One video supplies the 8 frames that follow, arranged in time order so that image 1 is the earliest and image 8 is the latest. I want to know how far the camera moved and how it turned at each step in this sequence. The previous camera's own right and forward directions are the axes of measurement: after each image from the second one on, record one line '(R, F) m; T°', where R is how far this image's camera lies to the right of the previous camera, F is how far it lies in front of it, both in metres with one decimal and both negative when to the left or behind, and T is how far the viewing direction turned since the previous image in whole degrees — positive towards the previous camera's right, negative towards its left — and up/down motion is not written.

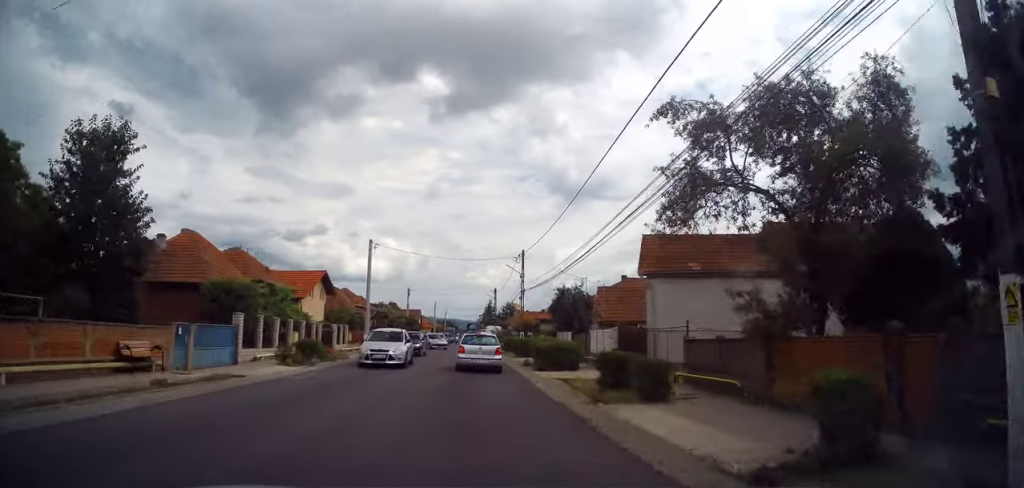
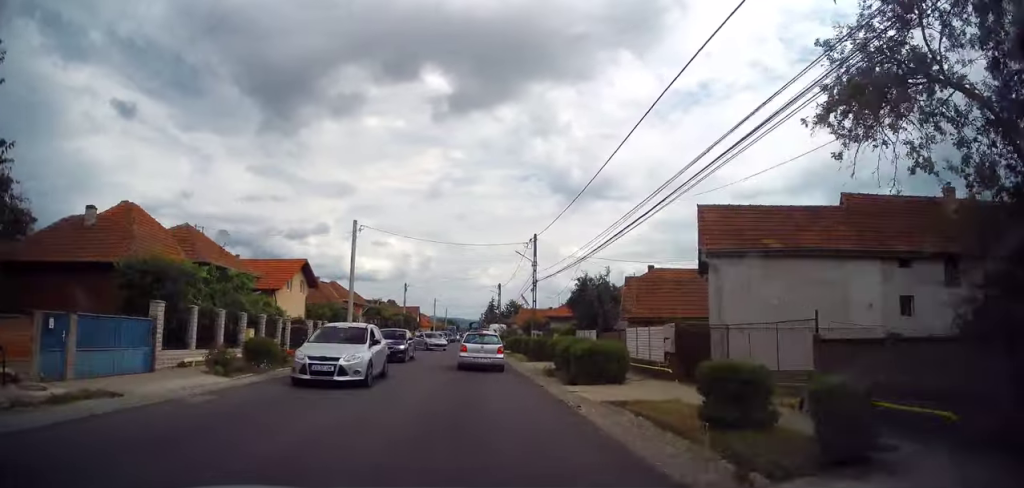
(0.0, +6.5) m; 0°
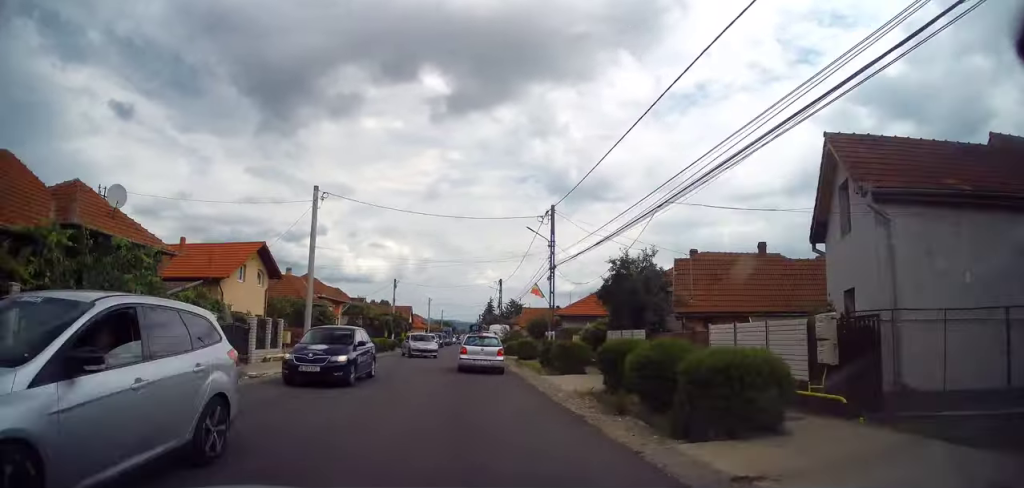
(0.0, +8.9) m; 0°
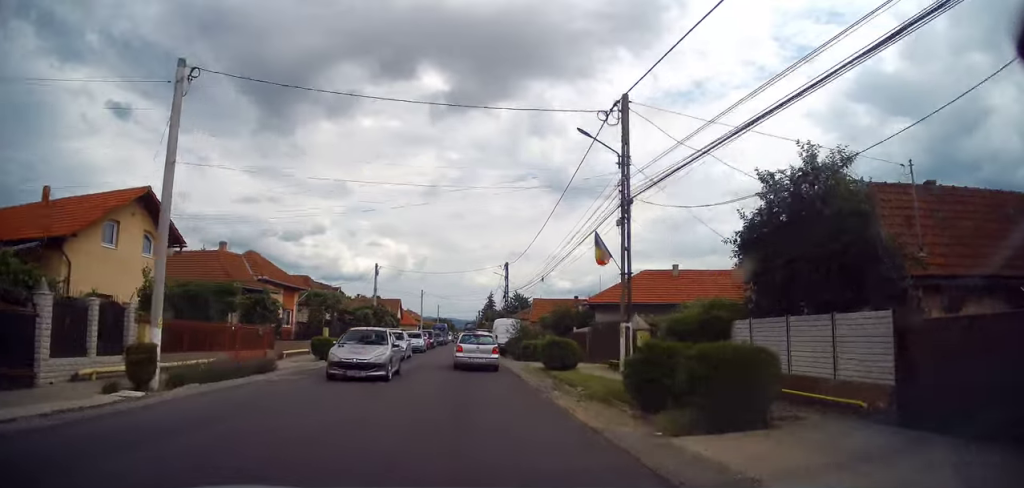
(0.0, +13.2) m; +2°
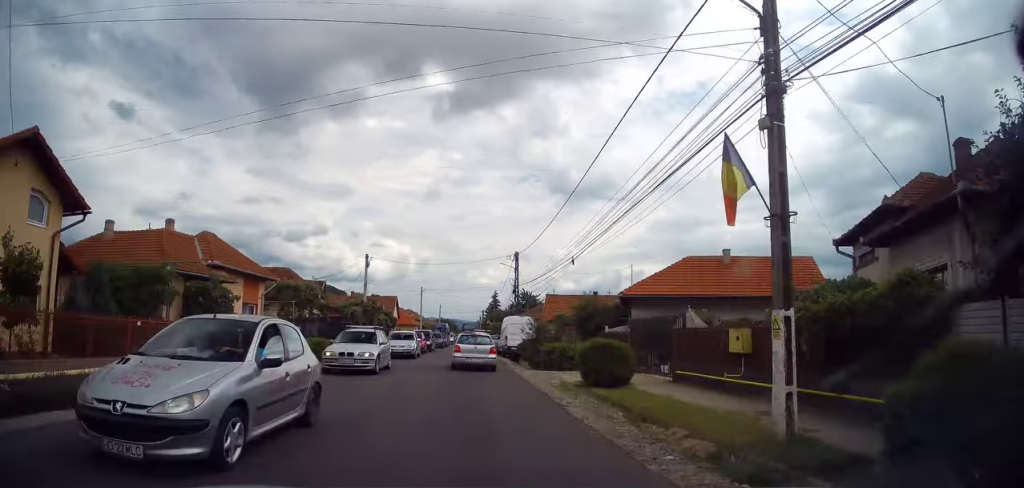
(+0.2, +7.3) m; +1°
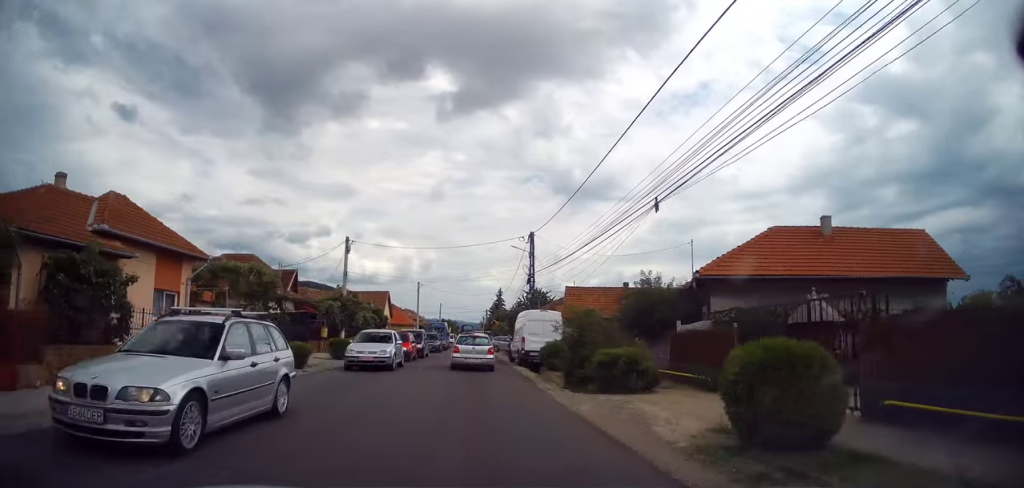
(0.0, +9.1) m; -1°
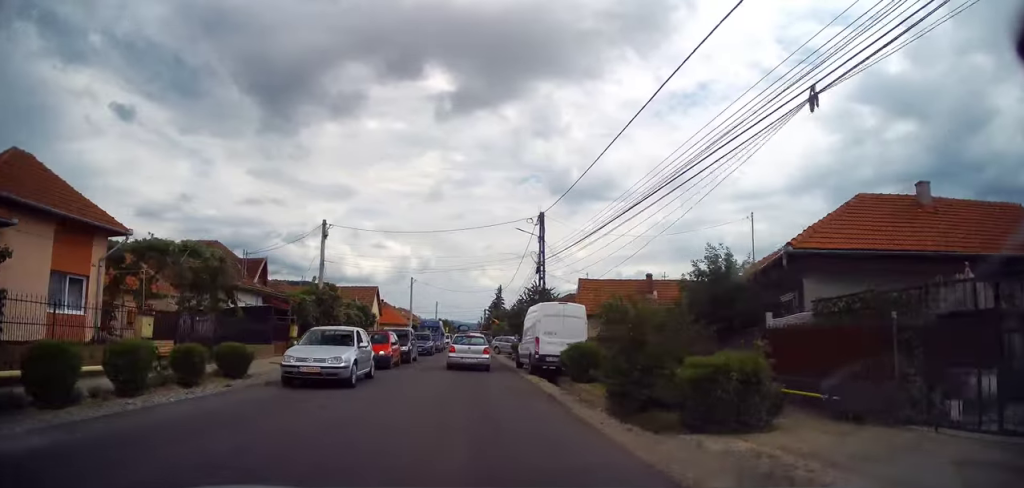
(-0.2, +5.8) m; -1°
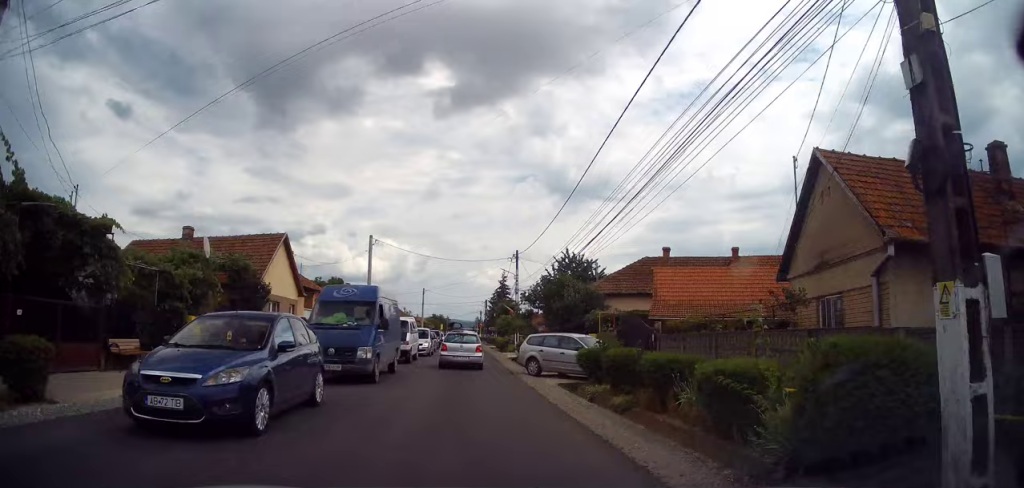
(+0.1, +26.4) m; 0°
